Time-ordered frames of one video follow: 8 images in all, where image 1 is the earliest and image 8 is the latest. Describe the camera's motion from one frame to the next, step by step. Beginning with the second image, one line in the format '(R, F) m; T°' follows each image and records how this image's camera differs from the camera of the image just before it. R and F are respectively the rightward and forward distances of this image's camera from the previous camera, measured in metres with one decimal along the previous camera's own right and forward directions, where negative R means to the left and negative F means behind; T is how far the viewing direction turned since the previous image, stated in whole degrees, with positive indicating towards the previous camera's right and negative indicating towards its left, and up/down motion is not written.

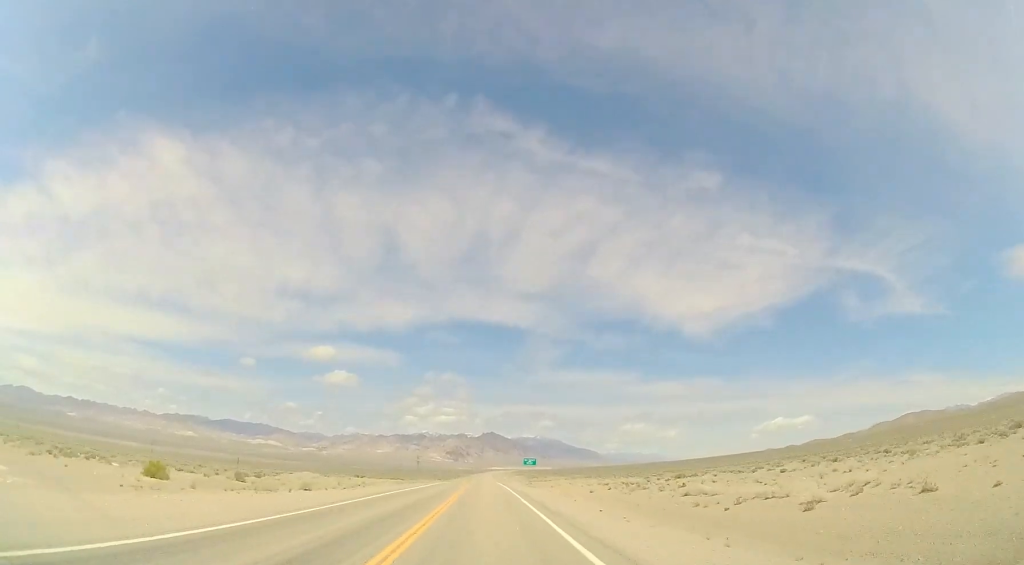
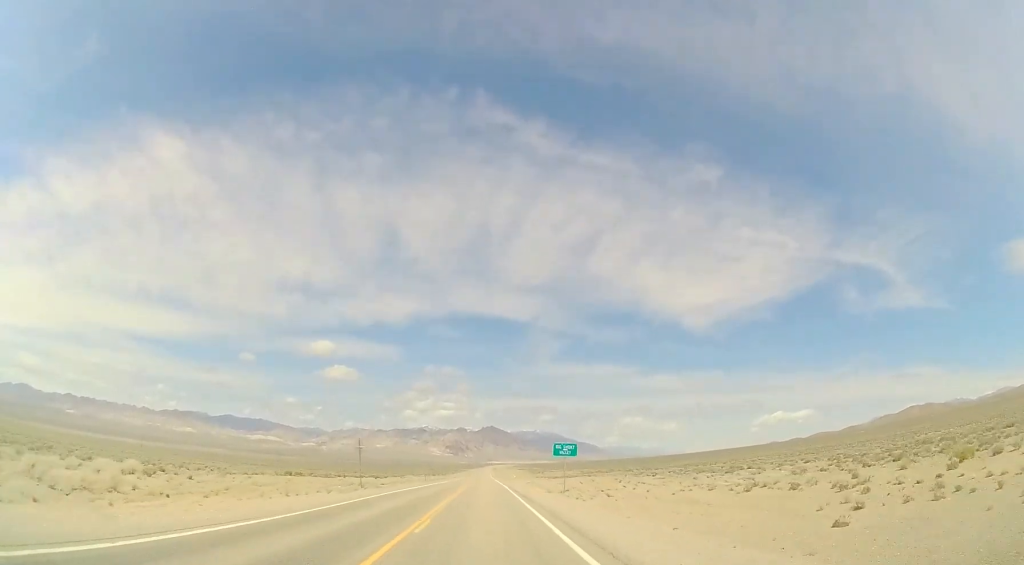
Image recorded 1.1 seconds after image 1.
(-0.1, +31.6) m; 0°
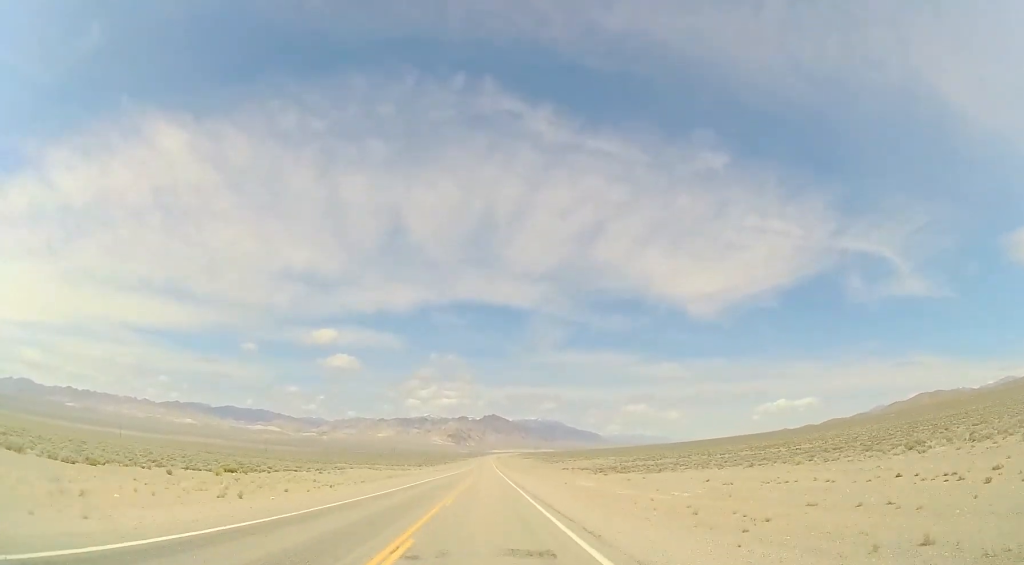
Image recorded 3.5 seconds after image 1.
(+0.7, +65.8) m; 0°
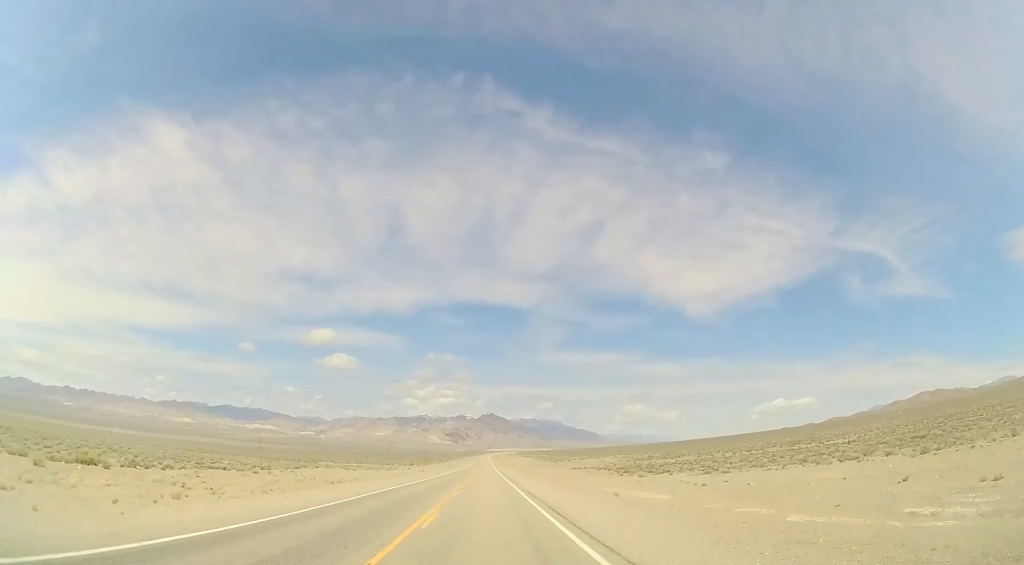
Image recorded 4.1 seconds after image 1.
(-0.3, +19.1) m; 0°
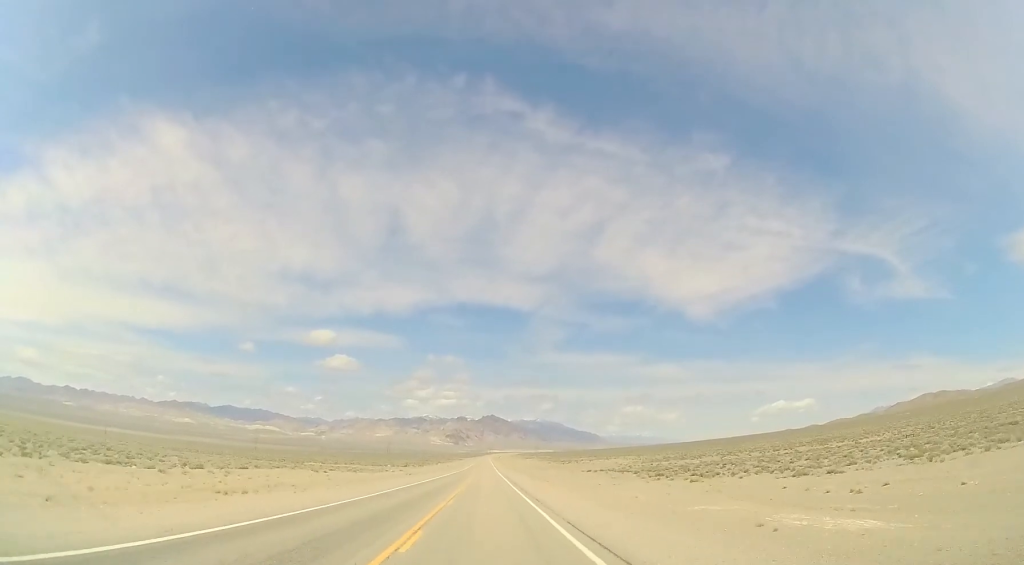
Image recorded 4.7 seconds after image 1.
(+0.2, +15.5) m; 0°
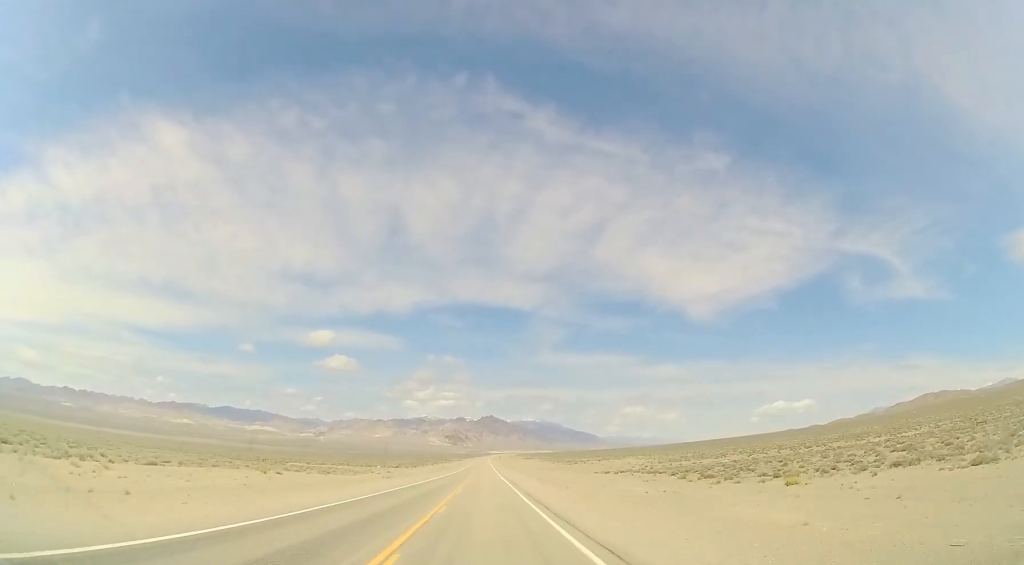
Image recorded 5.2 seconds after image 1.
(0.0, +15.6) m; 0°
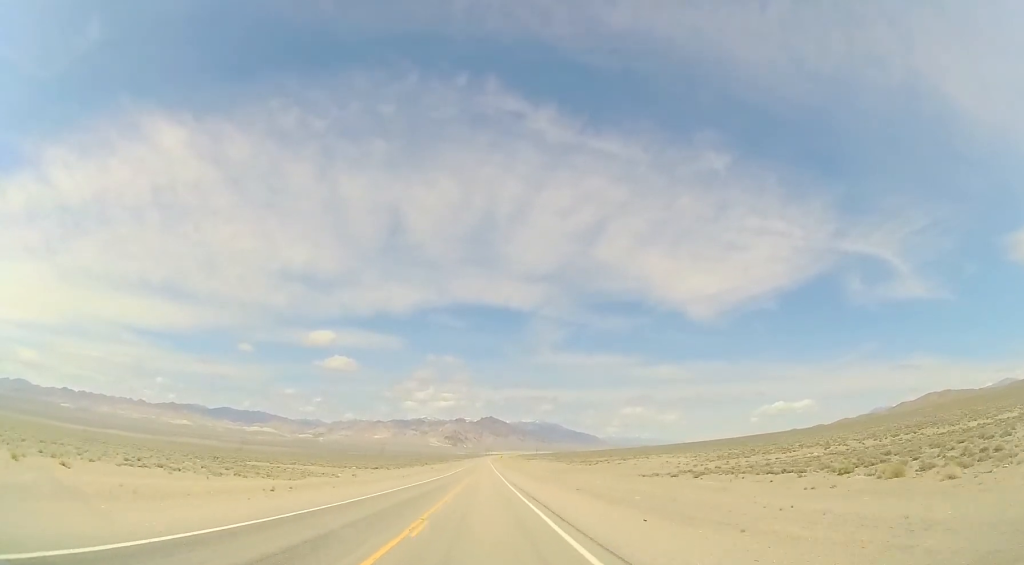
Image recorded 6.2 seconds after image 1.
(-0.1, +30.7) m; +1°
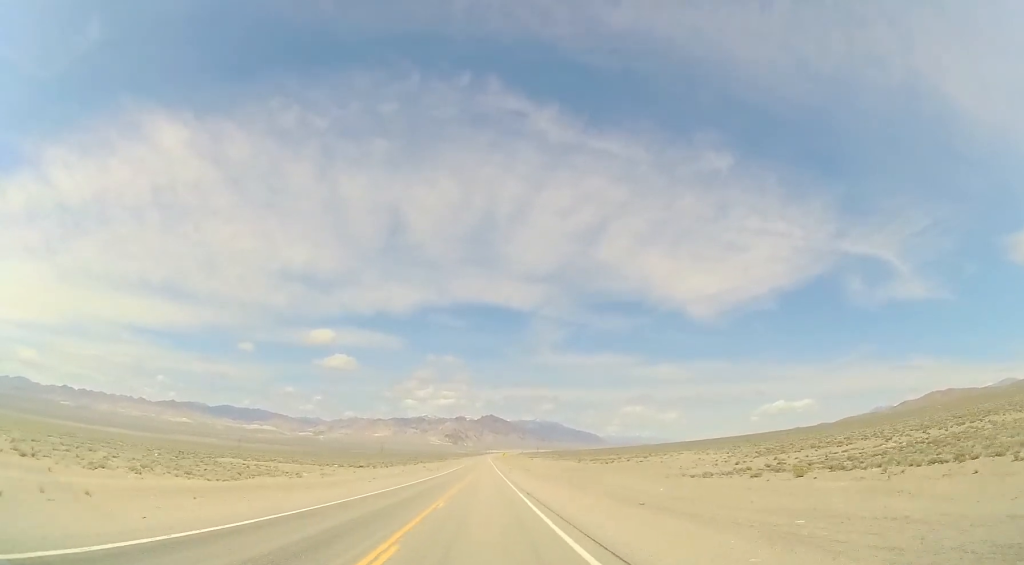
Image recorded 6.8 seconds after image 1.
(+0.2, +17.0) m; +1°
